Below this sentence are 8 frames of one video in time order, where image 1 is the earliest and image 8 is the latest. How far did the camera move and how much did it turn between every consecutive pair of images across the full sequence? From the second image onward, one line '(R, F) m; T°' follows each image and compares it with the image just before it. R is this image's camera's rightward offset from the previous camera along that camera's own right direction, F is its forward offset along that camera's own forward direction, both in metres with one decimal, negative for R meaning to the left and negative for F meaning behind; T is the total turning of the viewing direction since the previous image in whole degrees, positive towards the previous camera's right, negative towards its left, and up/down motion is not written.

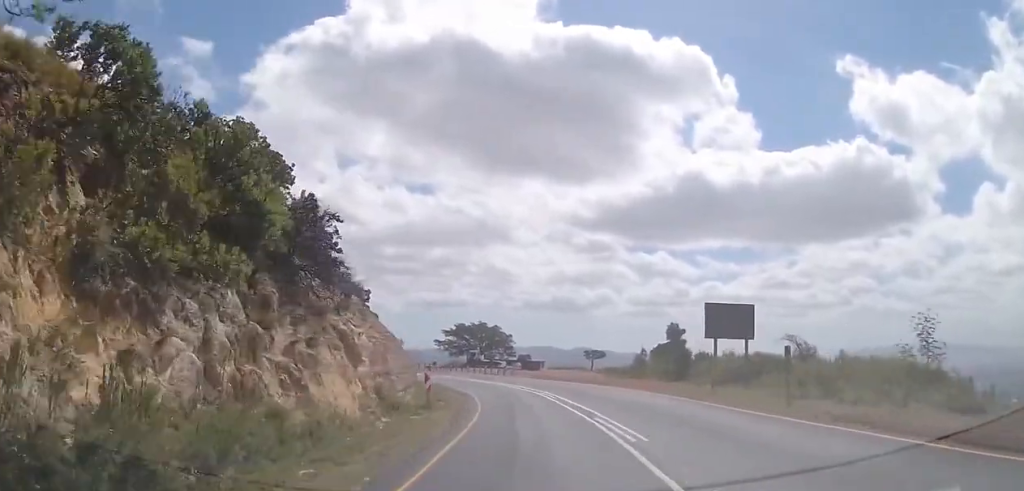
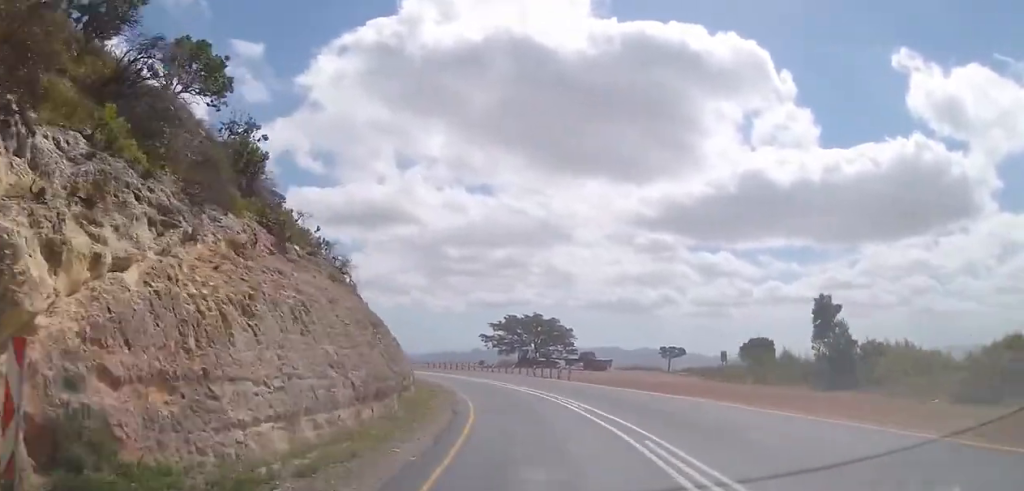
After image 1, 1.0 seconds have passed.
(-0.6, +16.9) m; -2°
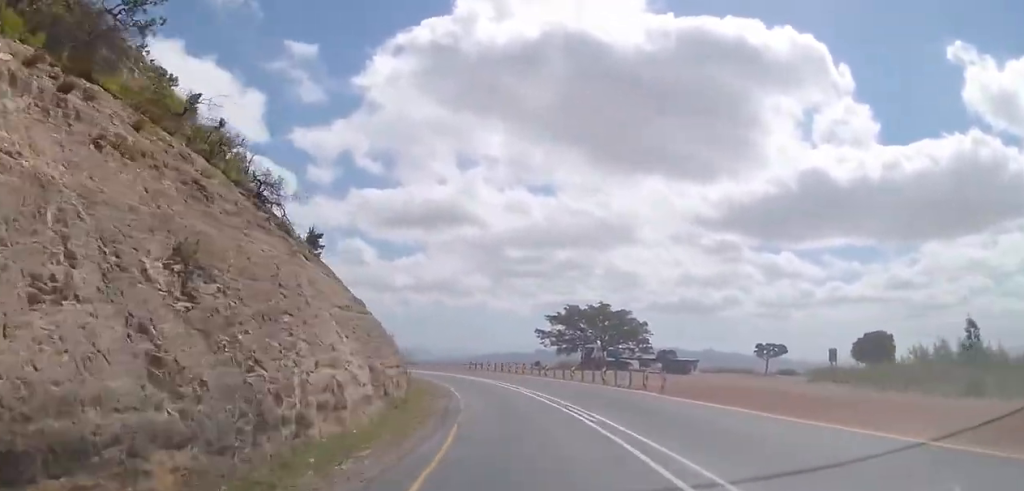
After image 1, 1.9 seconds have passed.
(-0.1, +15.5) m; -5°
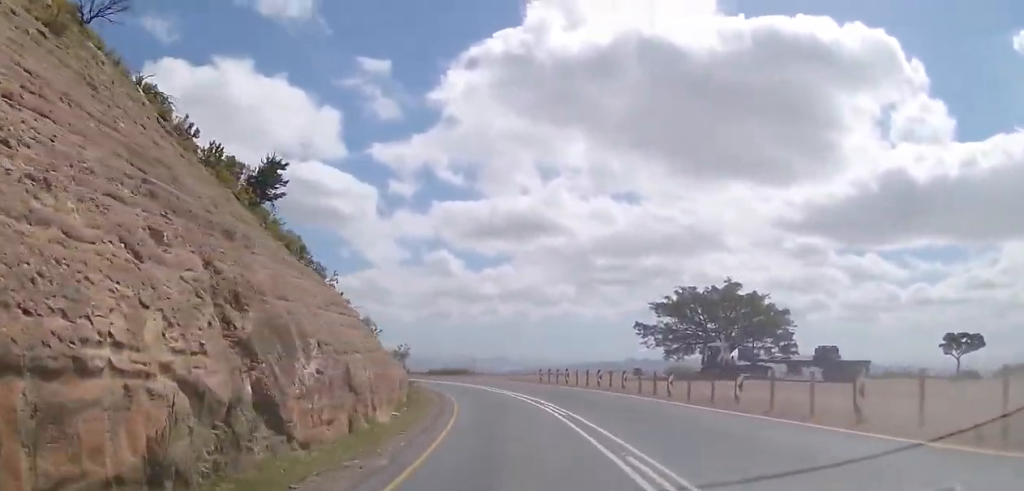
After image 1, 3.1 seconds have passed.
(-1.9, +20.3) m; -11°
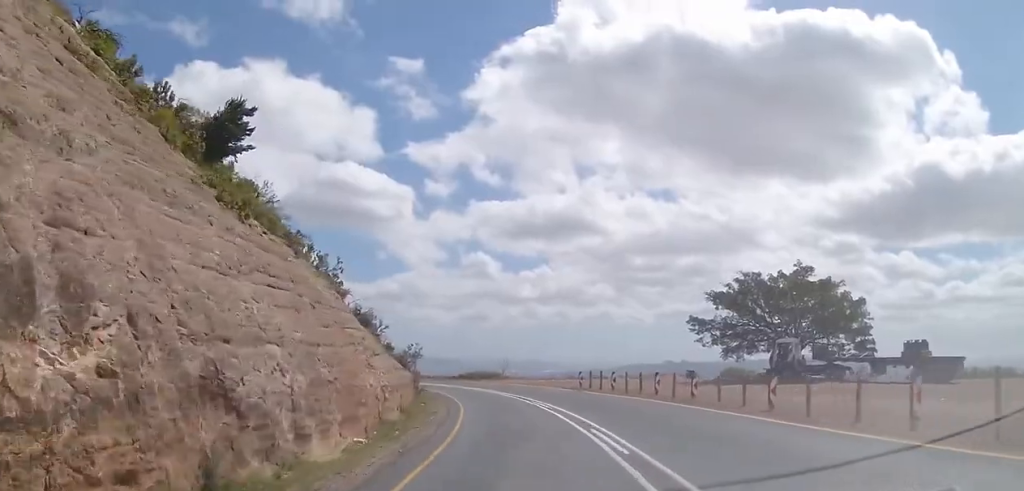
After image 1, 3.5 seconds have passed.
(-0.4, +7.3) m; -4°
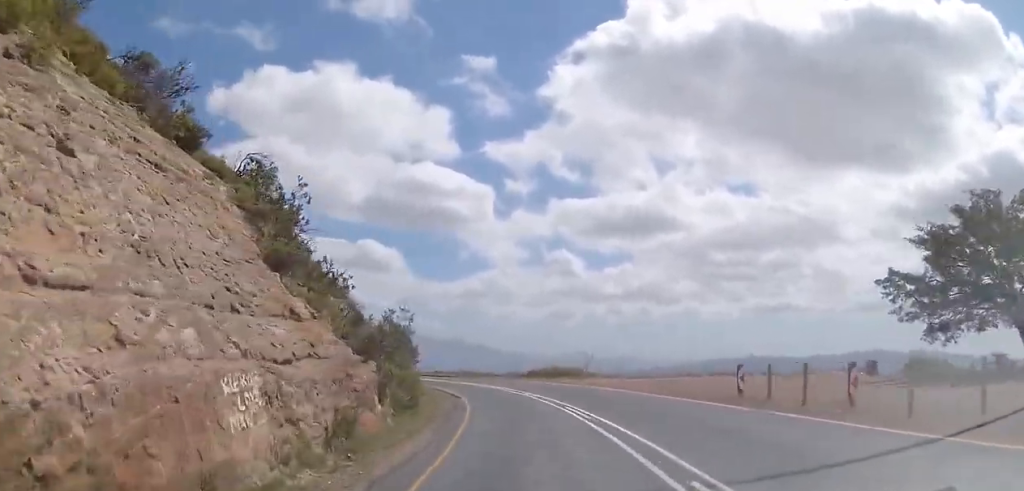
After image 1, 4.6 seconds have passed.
(-1.6, +18.5) m; -9°
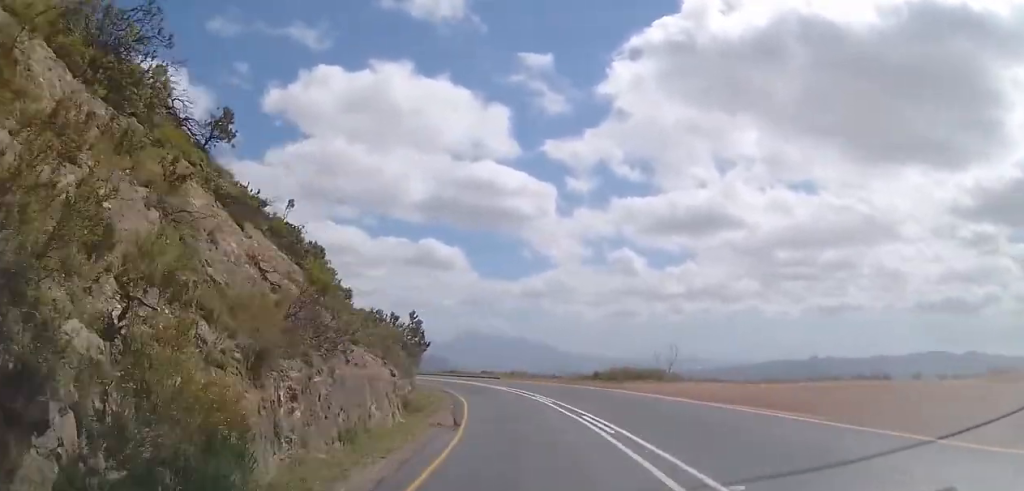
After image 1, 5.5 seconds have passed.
(-0.9, +14.5) m; -7°
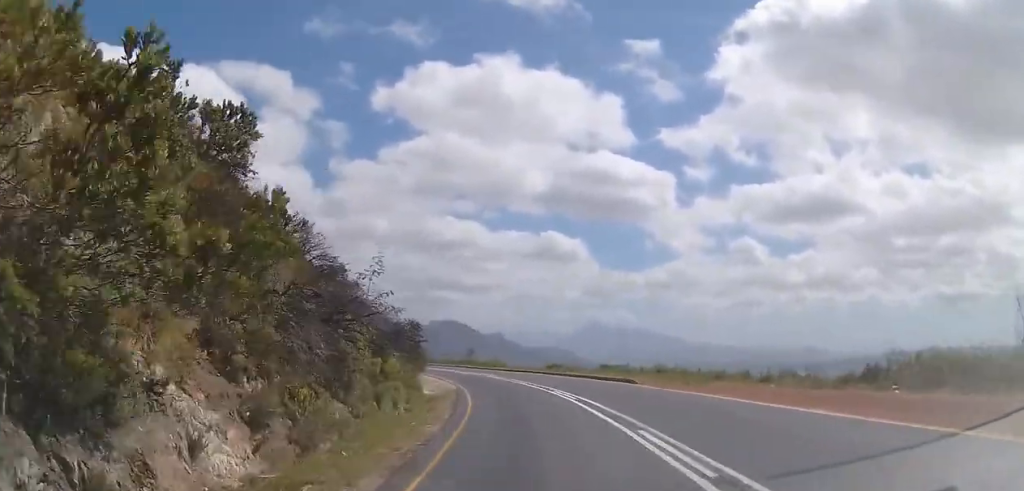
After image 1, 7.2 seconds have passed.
(-3.4, +27.9) m; -14°
